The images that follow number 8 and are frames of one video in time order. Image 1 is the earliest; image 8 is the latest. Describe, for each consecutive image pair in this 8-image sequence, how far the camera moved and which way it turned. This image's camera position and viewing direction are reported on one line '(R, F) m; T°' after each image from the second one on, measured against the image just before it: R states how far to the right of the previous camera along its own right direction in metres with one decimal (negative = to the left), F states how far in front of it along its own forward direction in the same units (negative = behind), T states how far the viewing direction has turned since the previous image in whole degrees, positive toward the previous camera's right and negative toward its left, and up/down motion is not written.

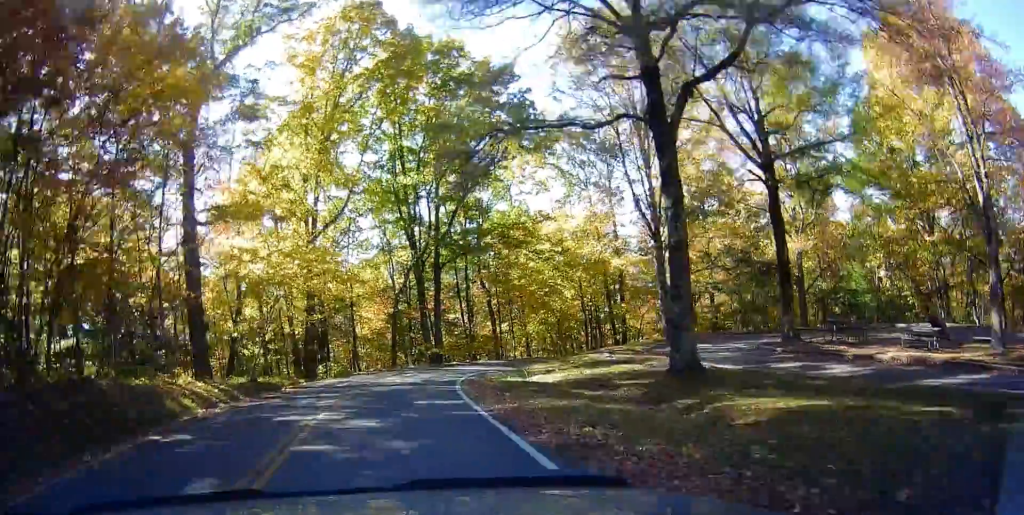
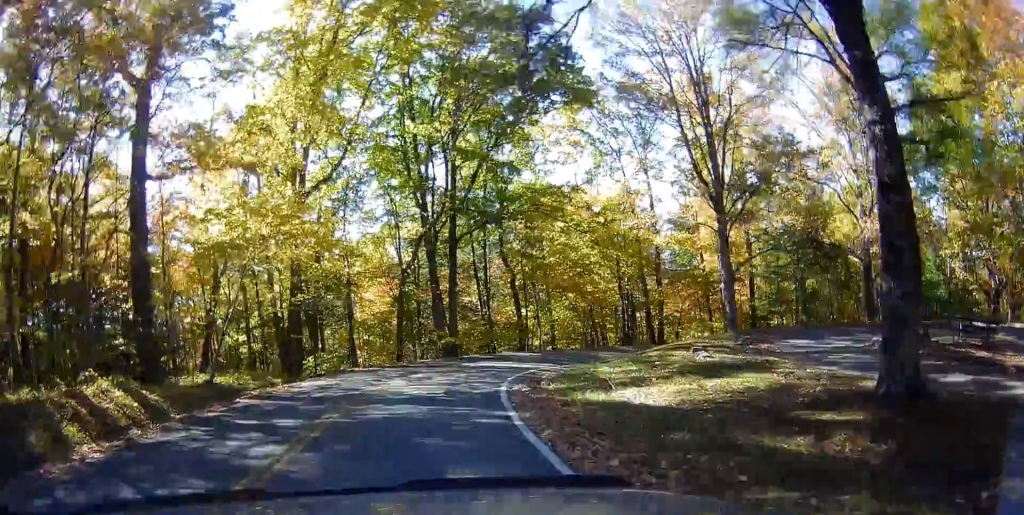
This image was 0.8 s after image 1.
(0.0, +8.1) m; -2°
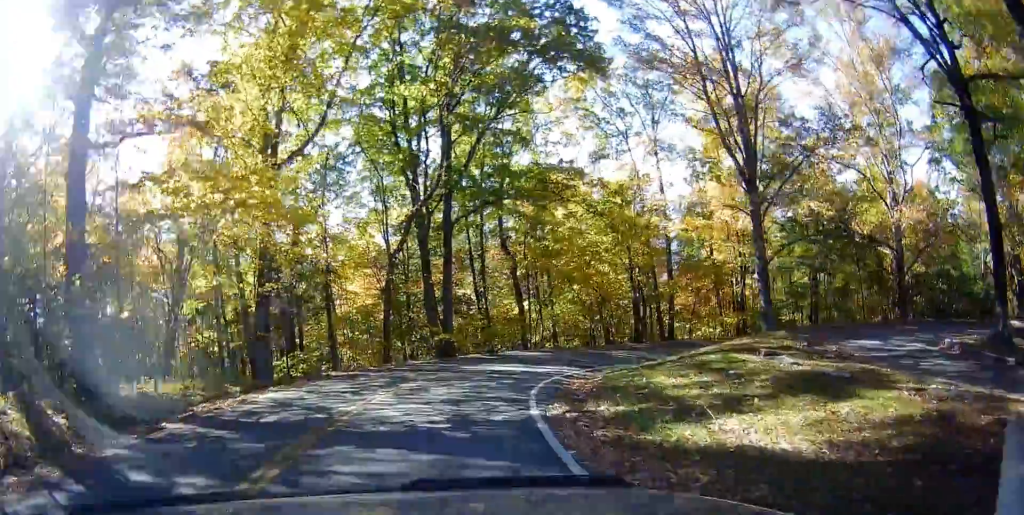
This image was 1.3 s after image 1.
(0.0, +5.1) m; -1°
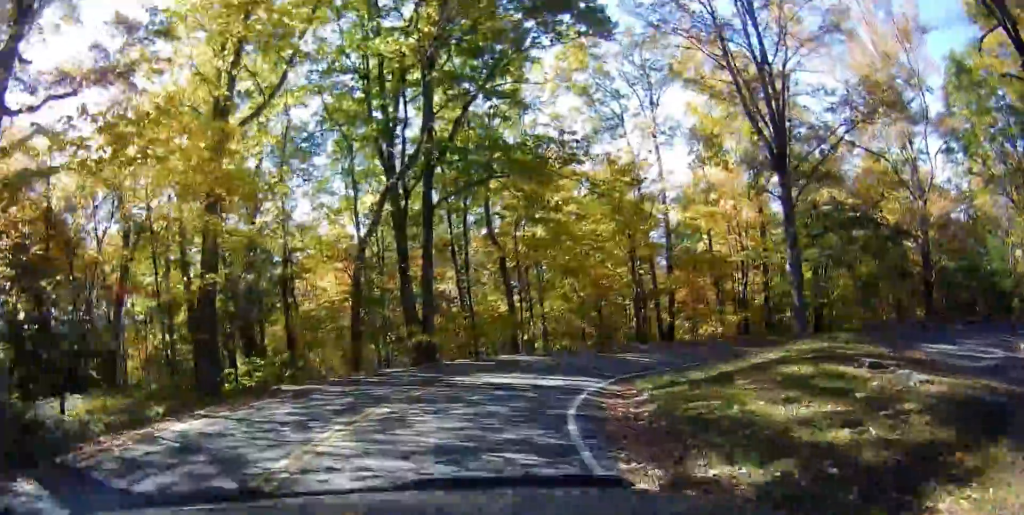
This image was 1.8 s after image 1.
(-0.3, +5.0) m; 0°
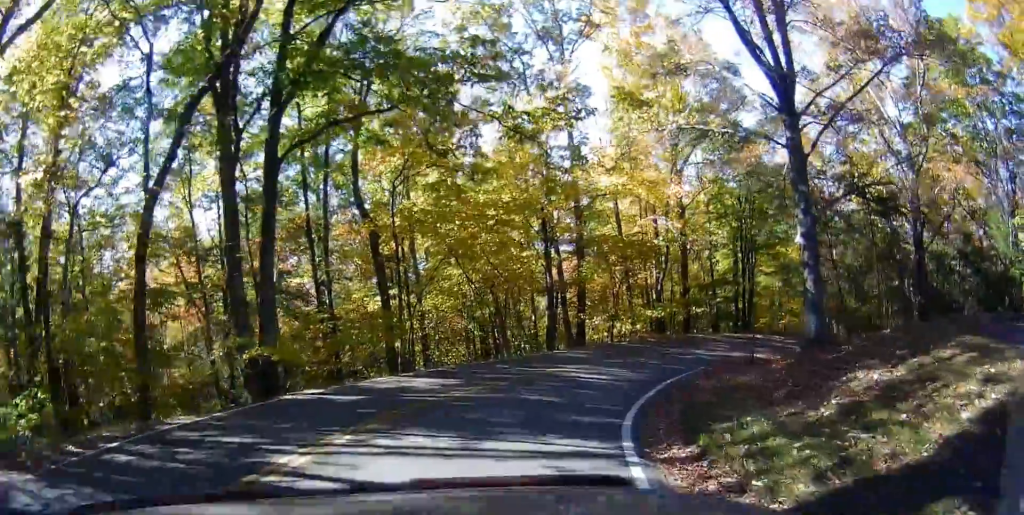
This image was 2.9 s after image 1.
(+0.3, +9.7) m; +7°
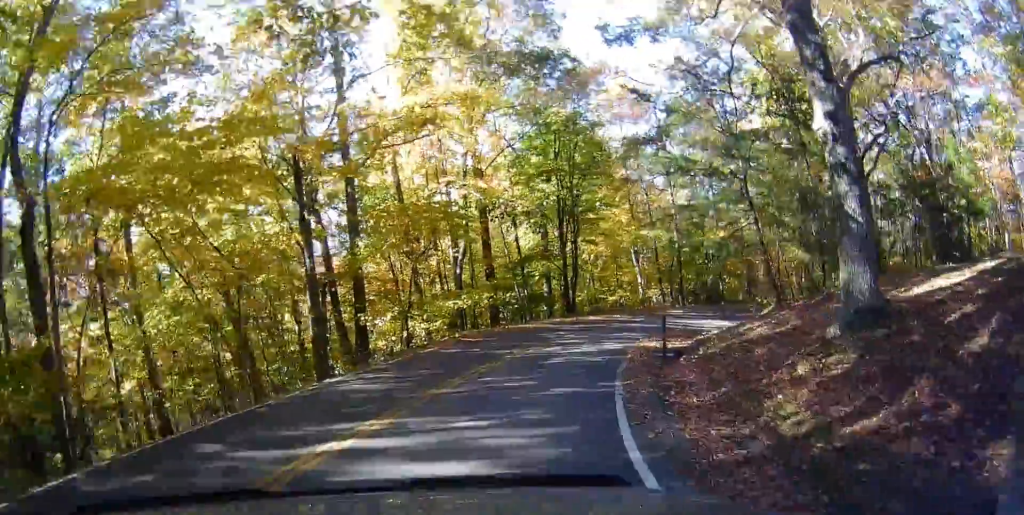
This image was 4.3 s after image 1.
(+1.4, +10.6) m; +19°
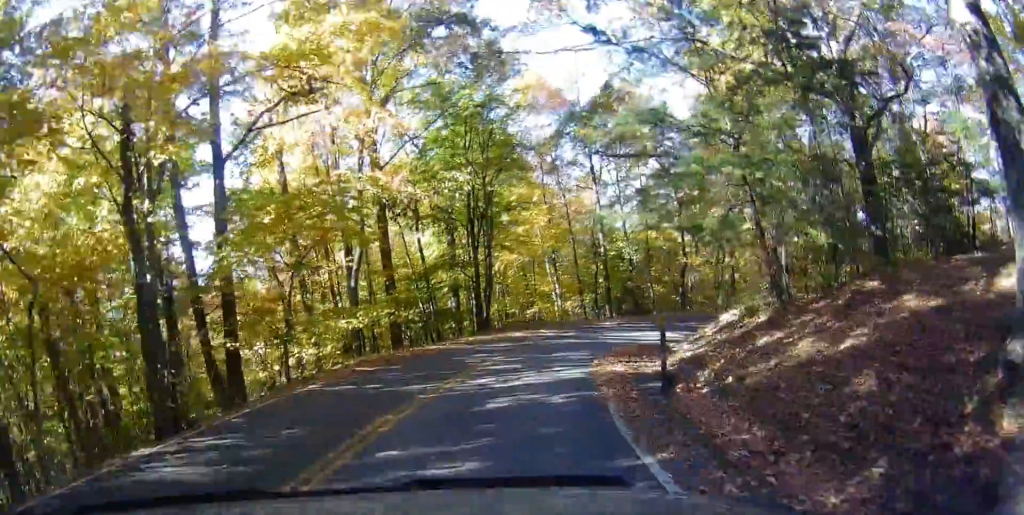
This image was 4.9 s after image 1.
(+0.6, +5.3) m; +12°
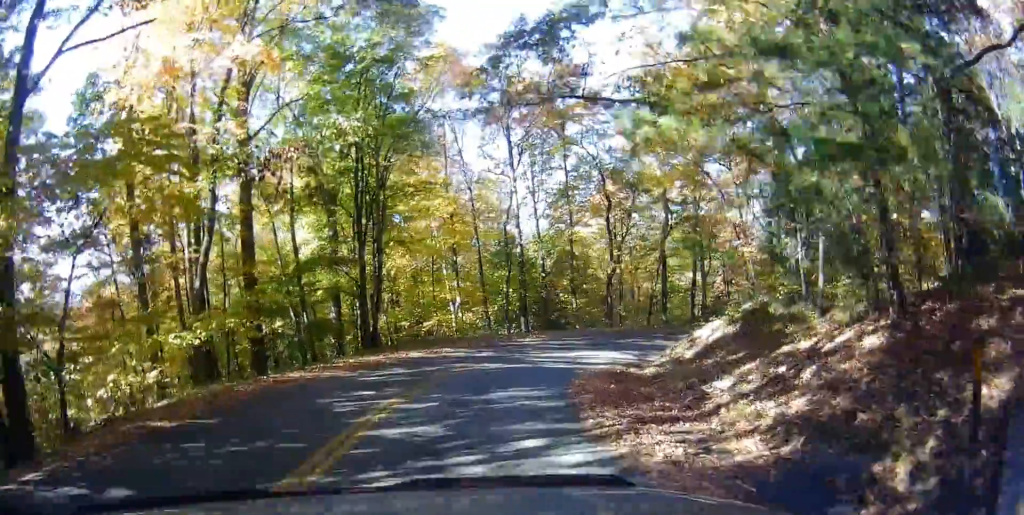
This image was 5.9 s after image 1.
(+1.1, +7.4) m; +9°
